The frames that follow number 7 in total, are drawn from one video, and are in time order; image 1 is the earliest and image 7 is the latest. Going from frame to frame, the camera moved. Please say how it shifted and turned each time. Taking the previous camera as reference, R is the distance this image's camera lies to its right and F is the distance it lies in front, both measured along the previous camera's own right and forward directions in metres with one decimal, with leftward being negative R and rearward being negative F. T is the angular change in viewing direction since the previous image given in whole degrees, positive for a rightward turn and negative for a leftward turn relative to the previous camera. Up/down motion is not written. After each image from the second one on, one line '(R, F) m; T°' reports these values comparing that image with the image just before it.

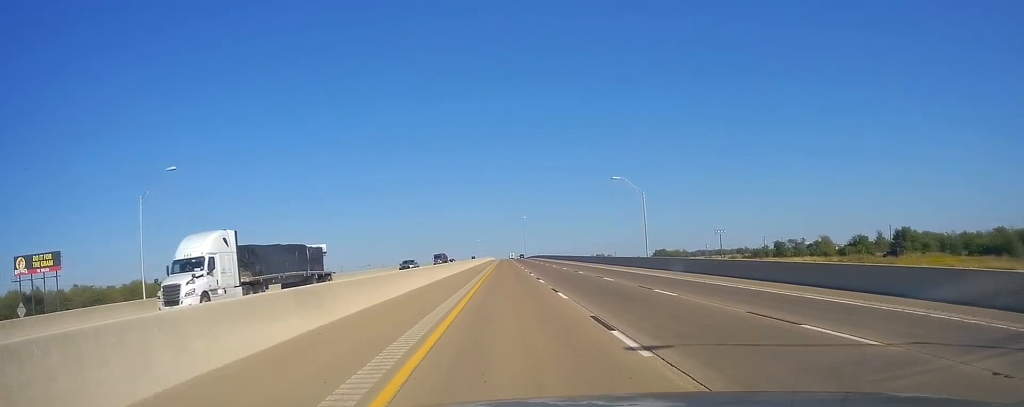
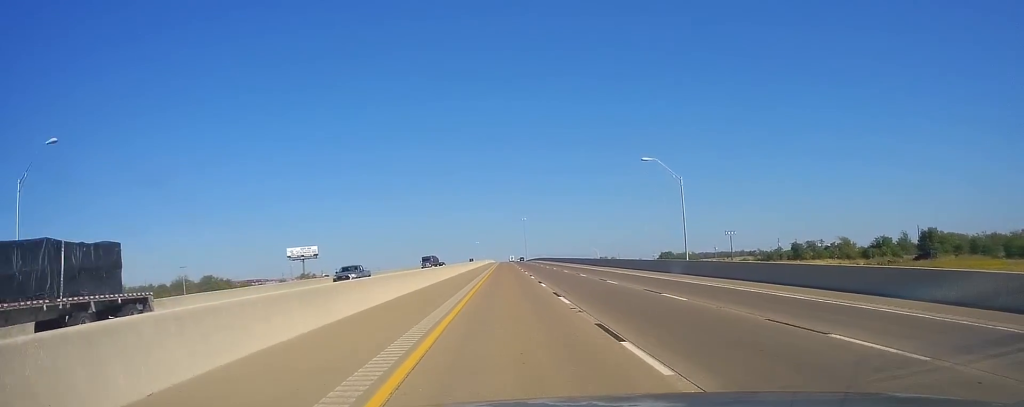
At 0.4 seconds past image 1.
(+0.1, +13.6) m; 0°
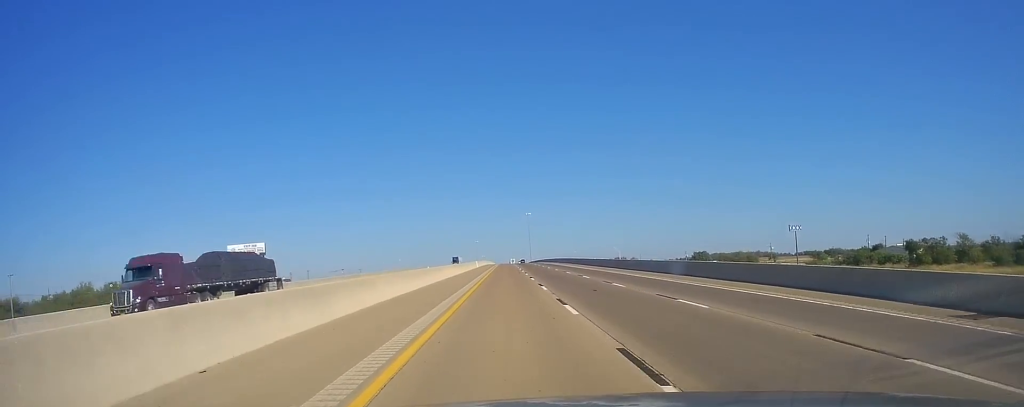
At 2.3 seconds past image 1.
(-0.4, +63.8) m; -1°
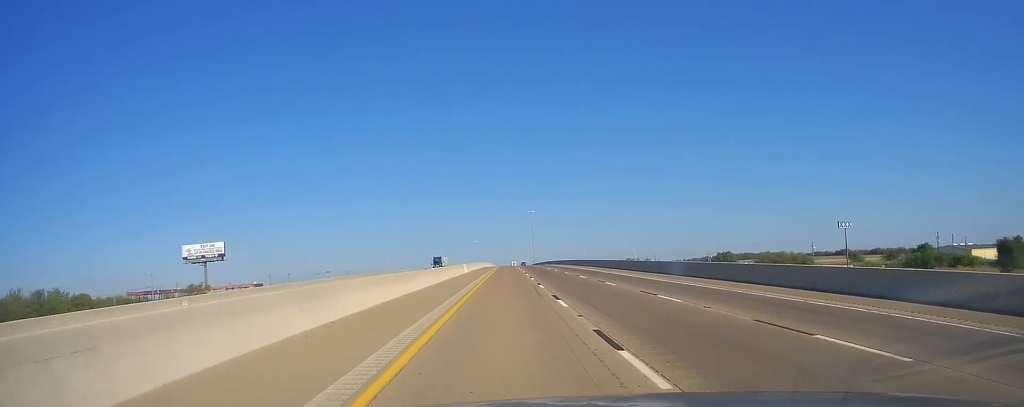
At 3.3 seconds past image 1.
(+0.5, +33.9) m; 0°
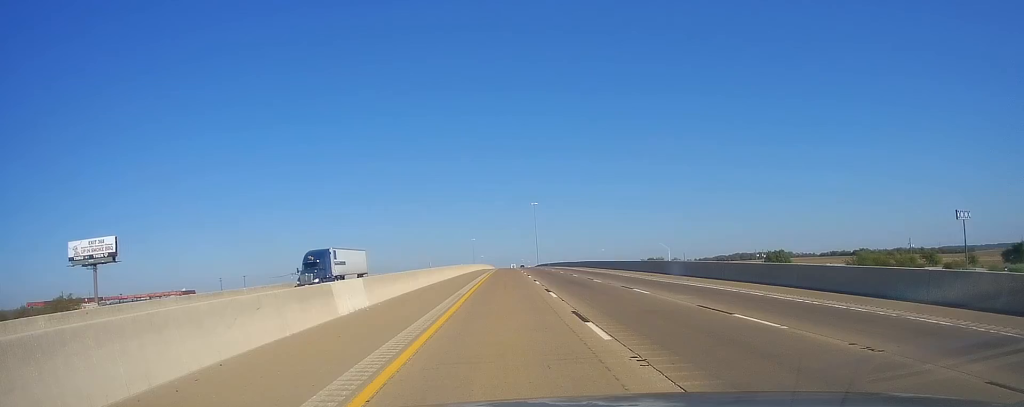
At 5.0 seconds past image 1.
(-1.0, +56.4) m; 0°
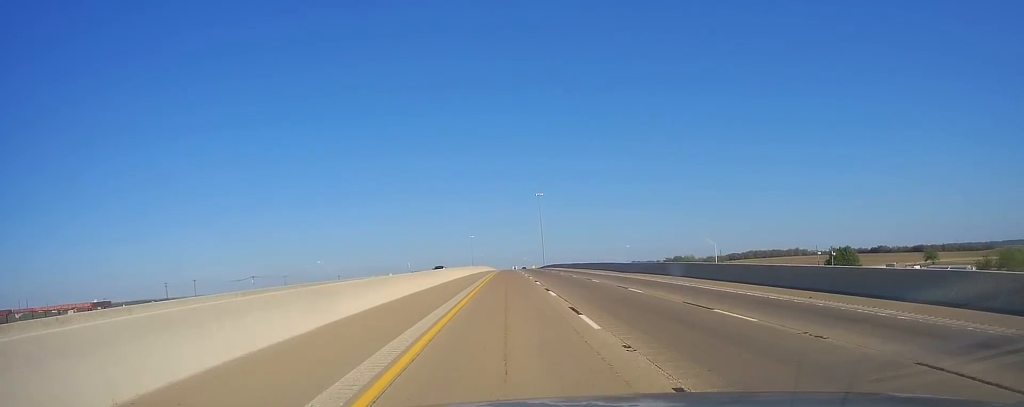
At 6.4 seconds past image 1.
(+0.9, +46.8) m; +1°
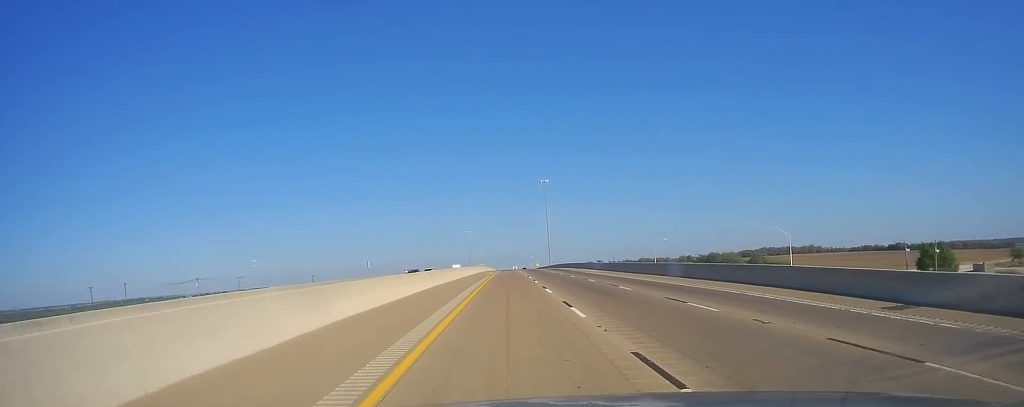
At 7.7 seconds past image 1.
(-0.2, +45.8) m; -1°
